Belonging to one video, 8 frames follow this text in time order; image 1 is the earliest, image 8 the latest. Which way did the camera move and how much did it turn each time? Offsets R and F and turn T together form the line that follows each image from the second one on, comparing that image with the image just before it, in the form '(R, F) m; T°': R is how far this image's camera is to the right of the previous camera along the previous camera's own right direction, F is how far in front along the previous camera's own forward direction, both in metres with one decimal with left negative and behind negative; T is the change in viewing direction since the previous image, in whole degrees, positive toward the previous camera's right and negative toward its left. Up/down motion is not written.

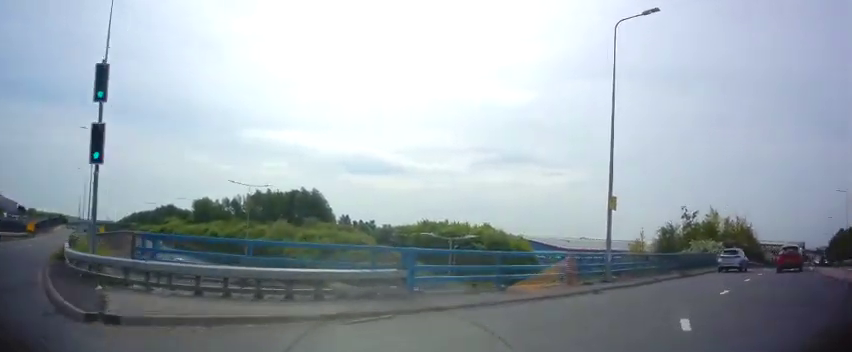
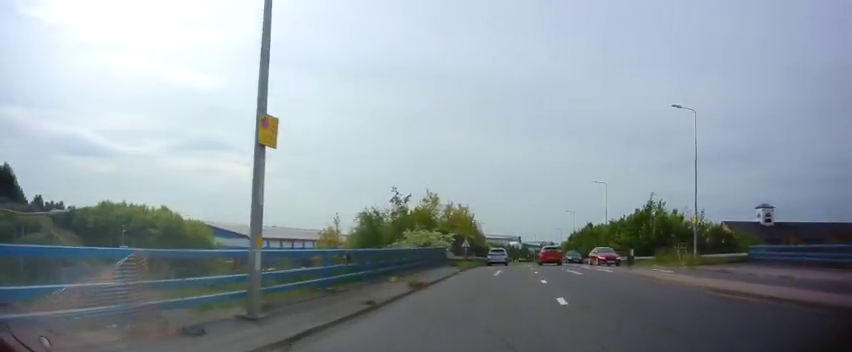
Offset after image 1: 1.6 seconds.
(+3.0, +9.1) m; +35°
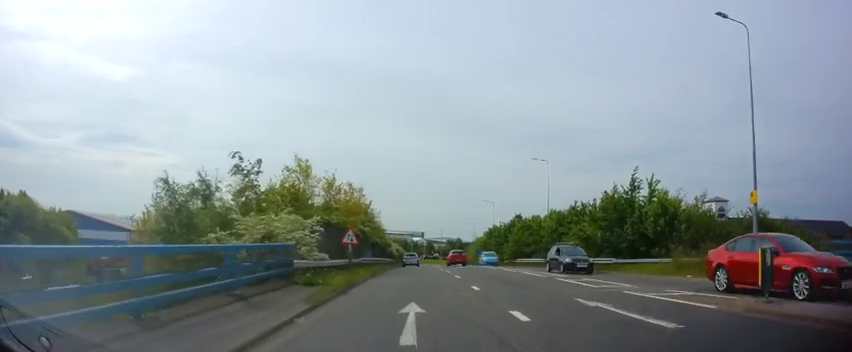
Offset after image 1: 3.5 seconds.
(+2.7, +13.8) m; +14°
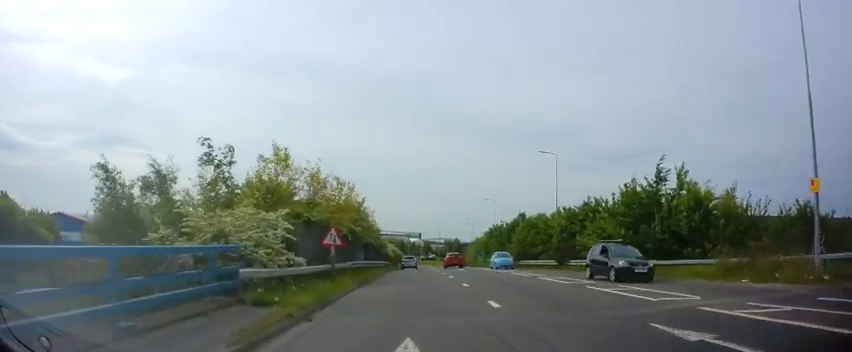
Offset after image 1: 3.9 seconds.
(0.0, +3.8) m; +1°
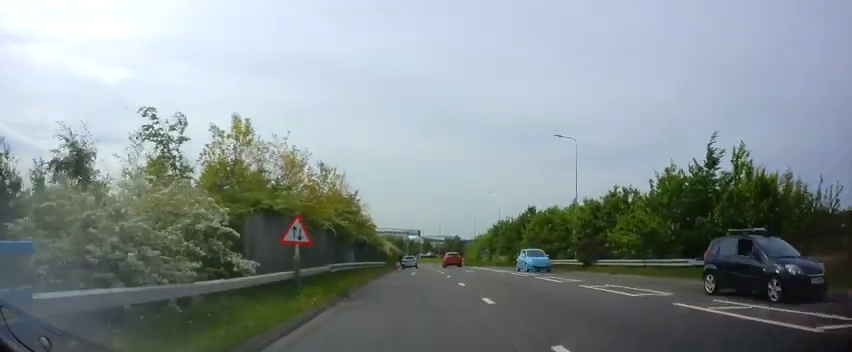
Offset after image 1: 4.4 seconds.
(0.0, +5.1) m; +1°
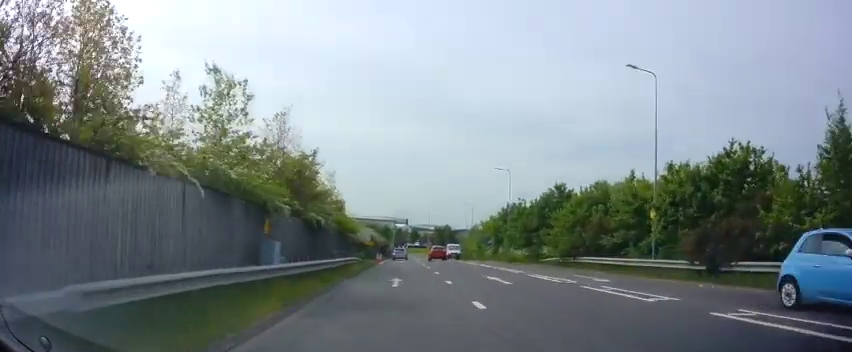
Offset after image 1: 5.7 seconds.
(+0.4, +13.8) m; +2°
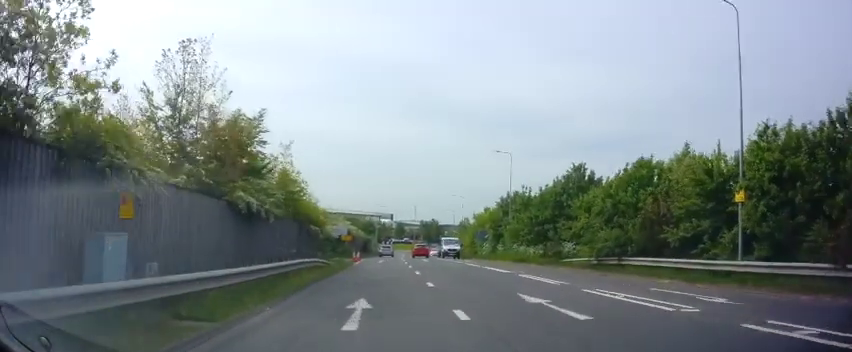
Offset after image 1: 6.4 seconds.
(0.0, +7.8) m; 0°
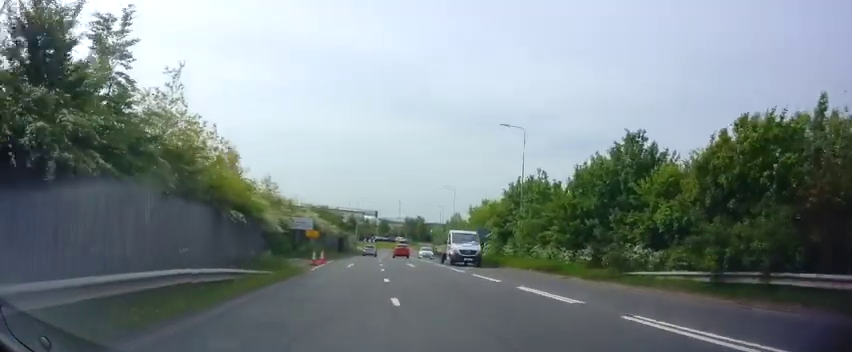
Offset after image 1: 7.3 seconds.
(0.0, +10.2) m; +1°
